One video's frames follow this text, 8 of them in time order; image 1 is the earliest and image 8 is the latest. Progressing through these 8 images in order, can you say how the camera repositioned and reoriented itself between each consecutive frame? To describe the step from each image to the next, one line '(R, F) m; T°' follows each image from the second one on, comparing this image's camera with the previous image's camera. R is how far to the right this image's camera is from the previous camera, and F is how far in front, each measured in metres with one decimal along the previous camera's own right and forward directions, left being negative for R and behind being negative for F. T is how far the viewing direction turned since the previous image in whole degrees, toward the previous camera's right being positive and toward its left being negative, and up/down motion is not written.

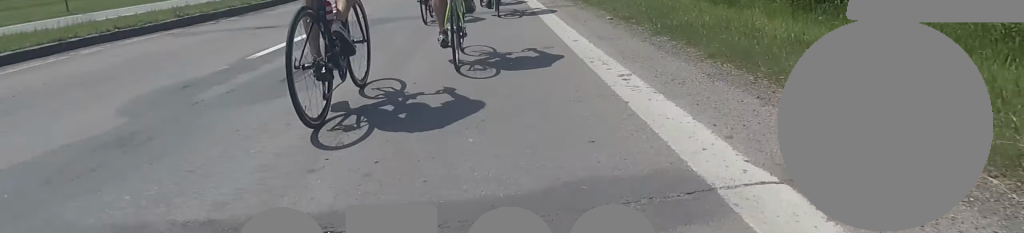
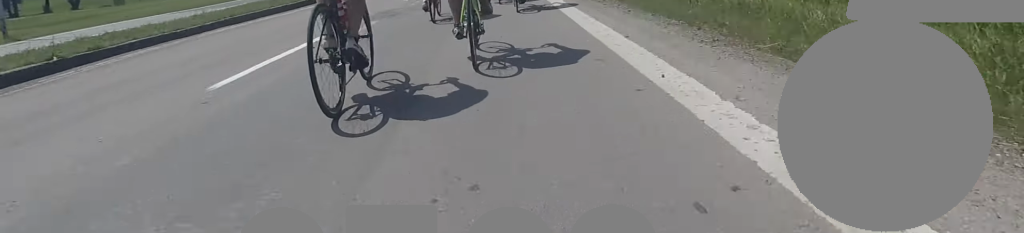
(+0.4, +10.1) m; 0°
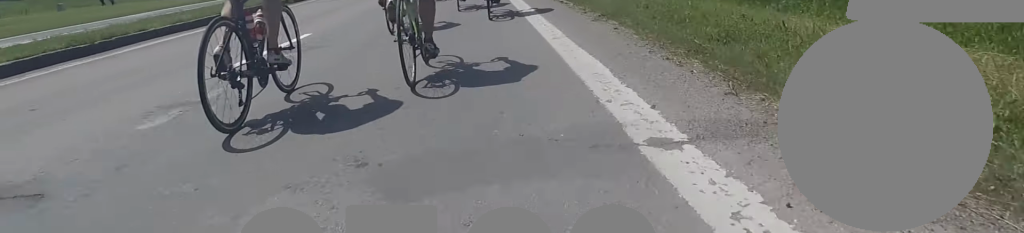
(-0.3, +8.4) m; -3°
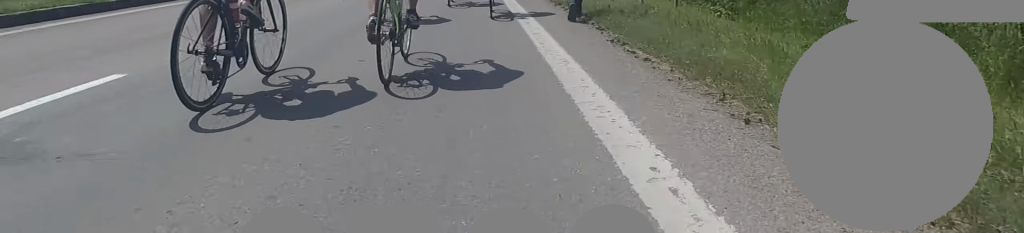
(-0.1, +4.2) m; -2°
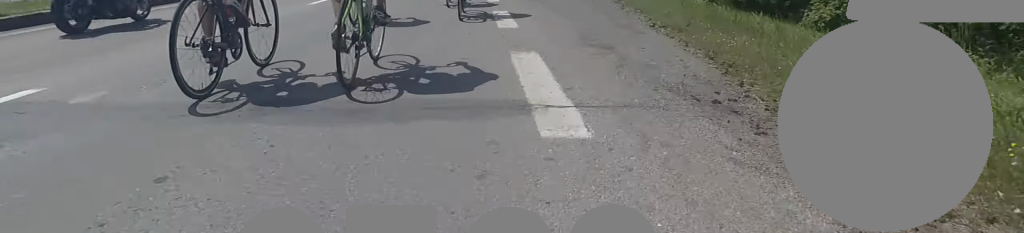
(0.0, +10.4) m; 0°
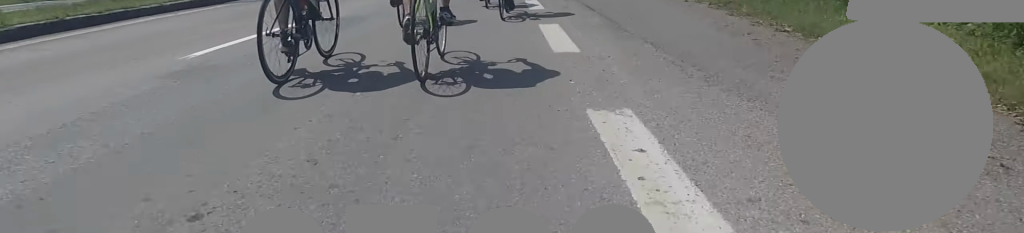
(0.0, +5.6) m; 0°
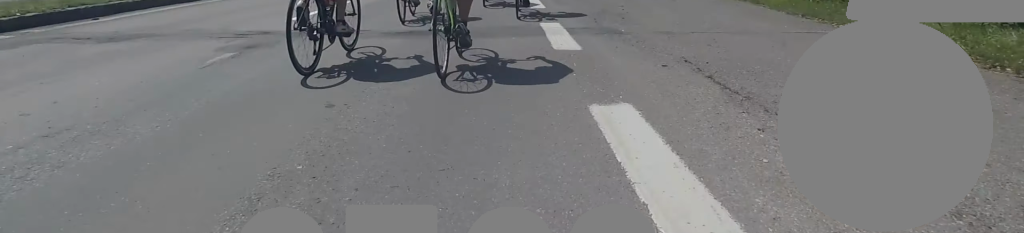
(0.0, +7.7) m; 0°
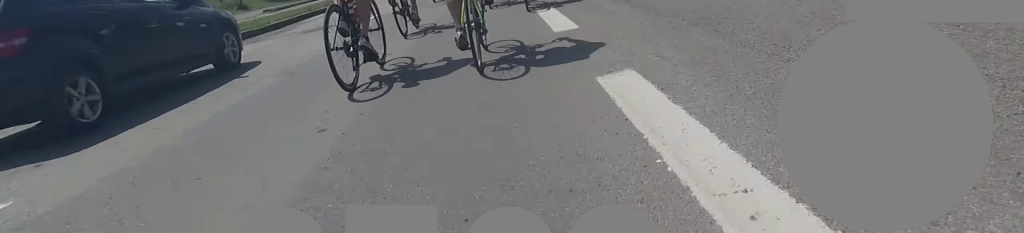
(0.0, +7.6) m; 0°
